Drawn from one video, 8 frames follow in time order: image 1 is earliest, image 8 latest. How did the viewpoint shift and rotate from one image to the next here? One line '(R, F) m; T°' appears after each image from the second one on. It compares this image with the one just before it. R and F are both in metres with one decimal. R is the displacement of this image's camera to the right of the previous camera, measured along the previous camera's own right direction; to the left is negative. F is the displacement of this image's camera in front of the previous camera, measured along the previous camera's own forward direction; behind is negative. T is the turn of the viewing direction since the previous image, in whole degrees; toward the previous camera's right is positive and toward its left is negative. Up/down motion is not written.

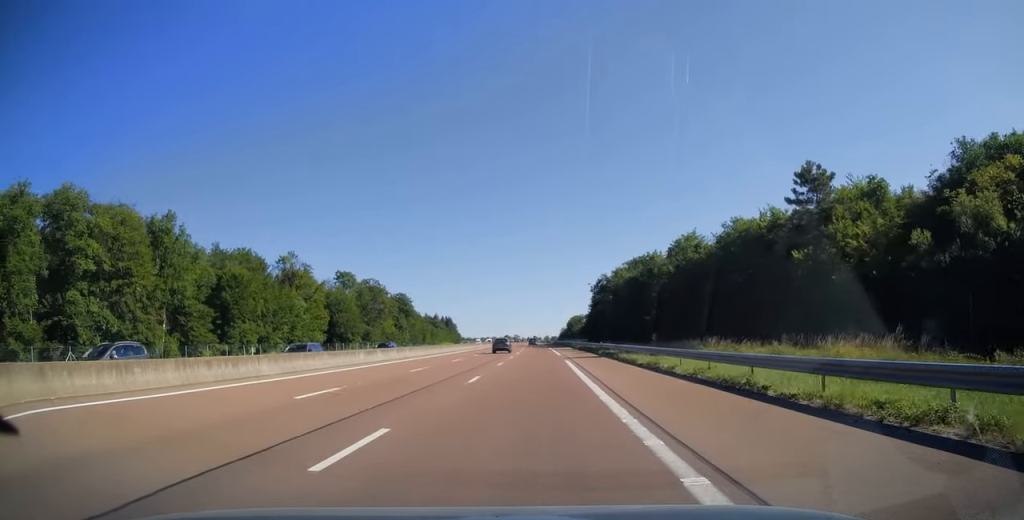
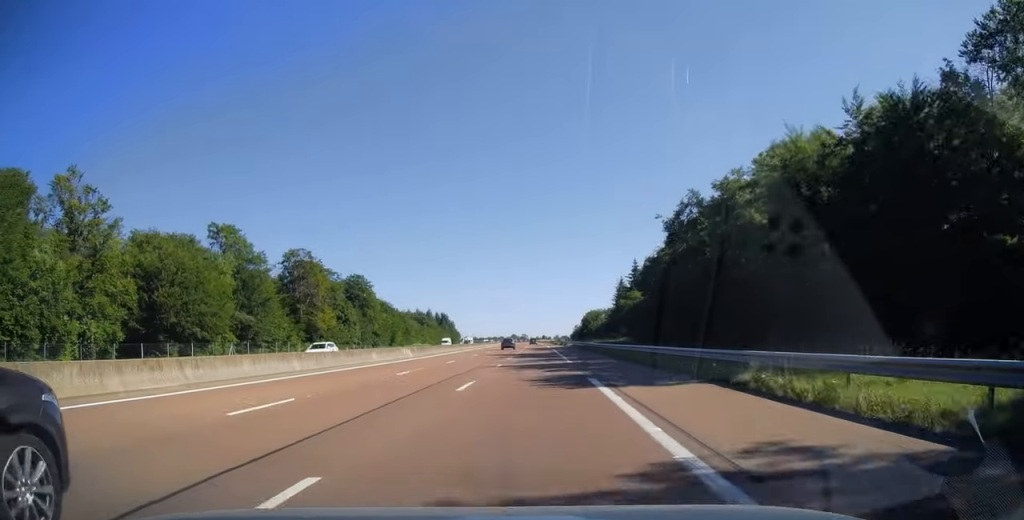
(-0.3, +68.6) m; -1°
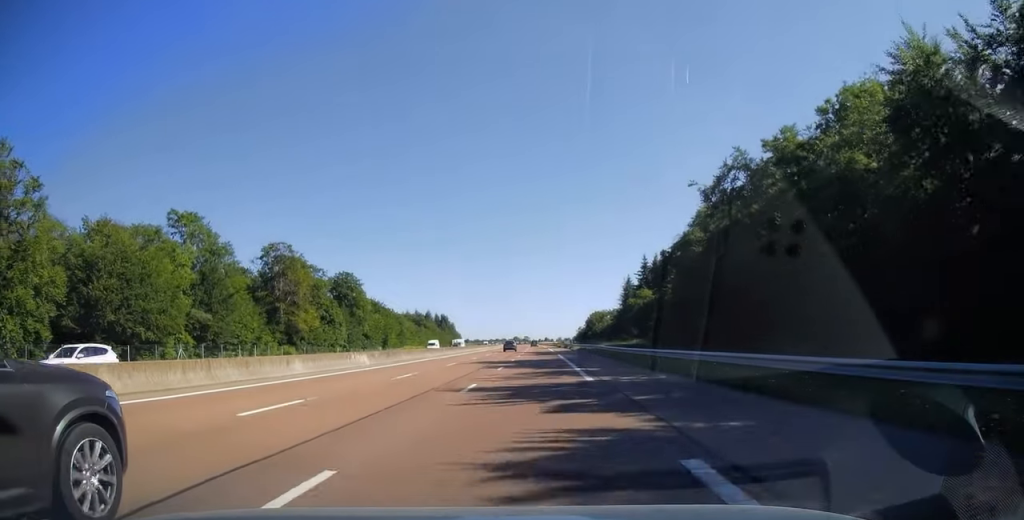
(0.0, +12.6) m; 0°
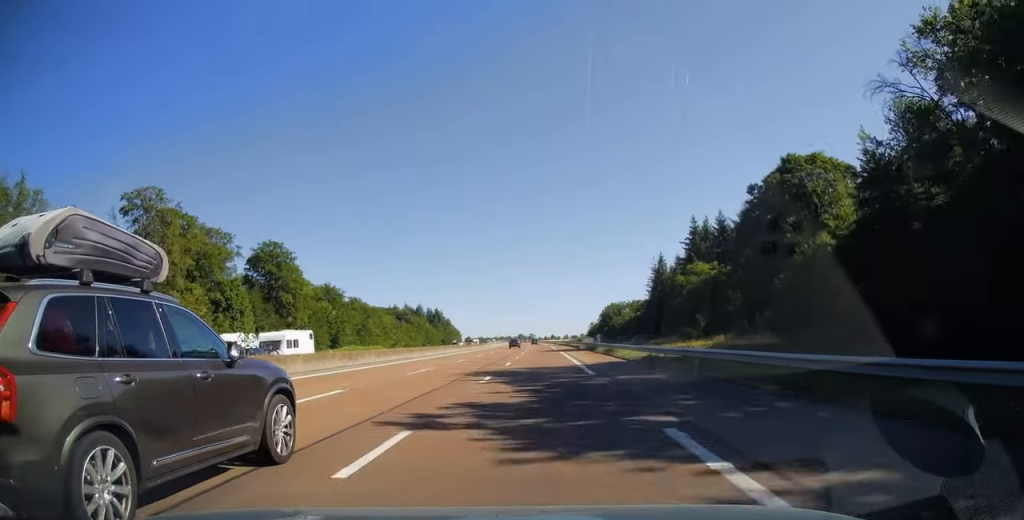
(-0.3, +49.4) m; -1°
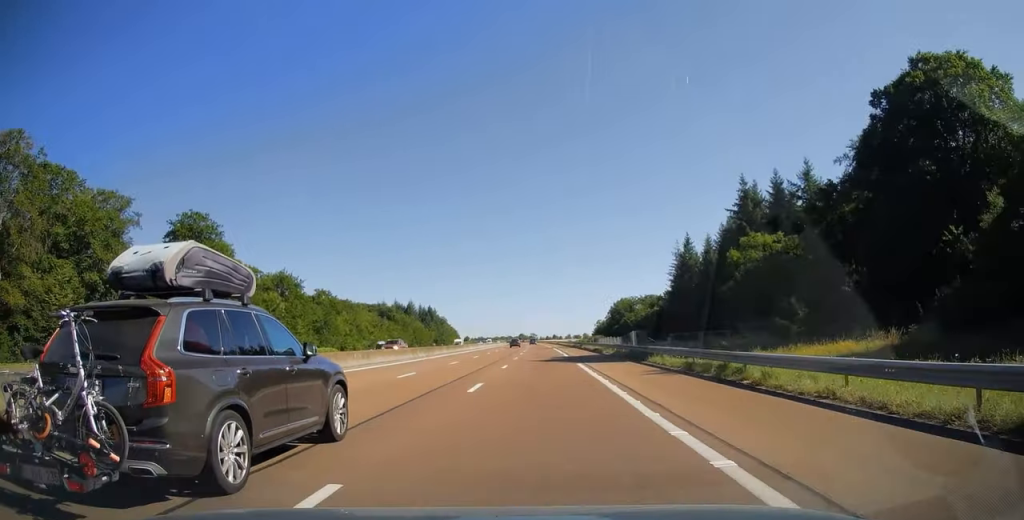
(0.0, +29.2) m; 0°
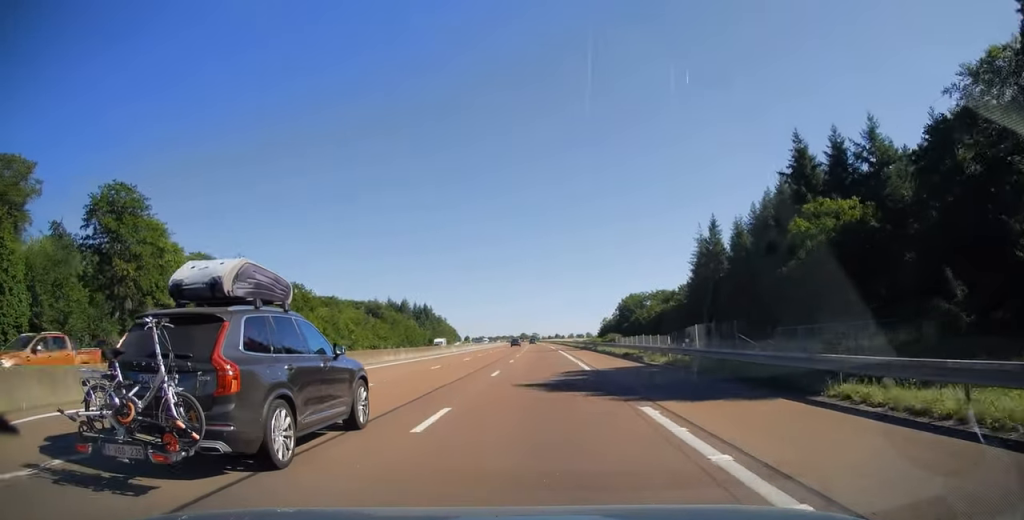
(0.0, +19.7) m; 0°
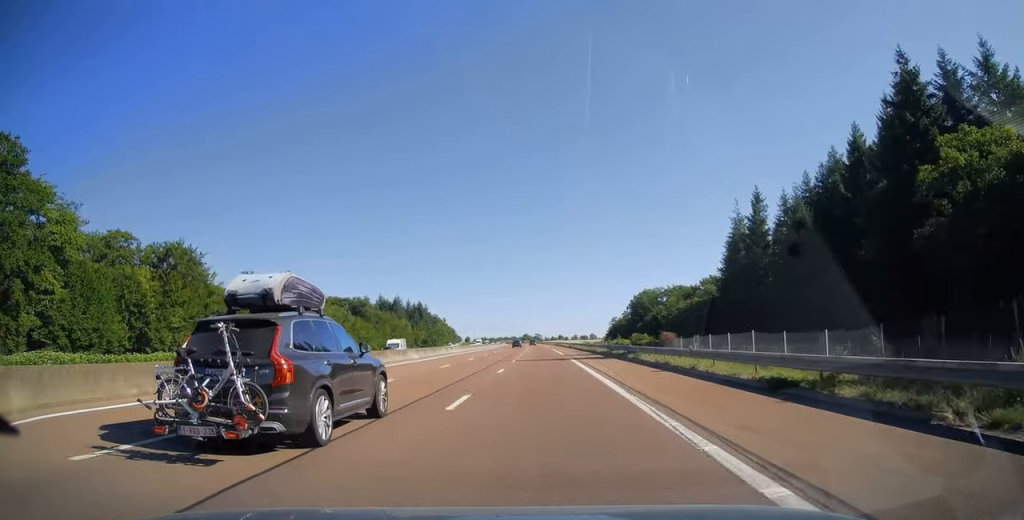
(0.0, +23.3) m; 0°
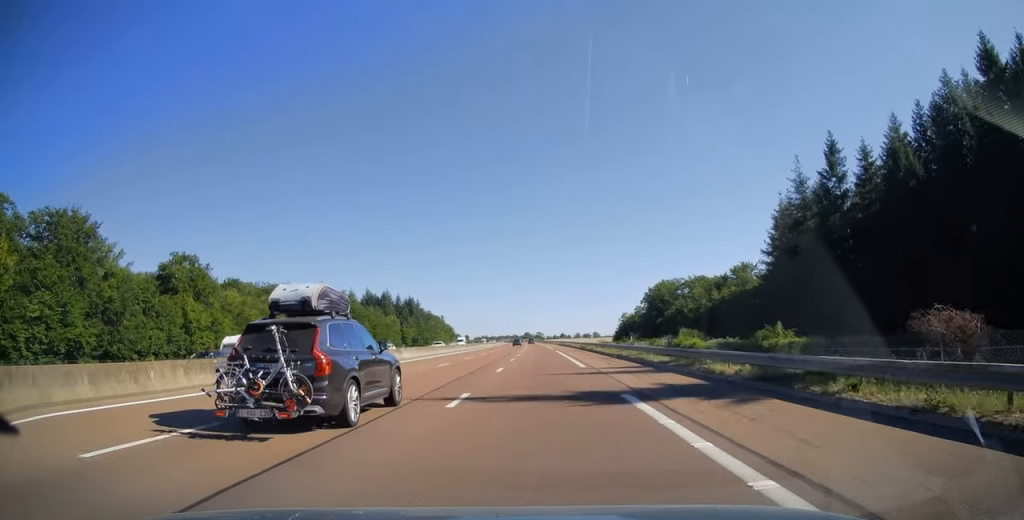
(0.0, +25.8) m; 0°
